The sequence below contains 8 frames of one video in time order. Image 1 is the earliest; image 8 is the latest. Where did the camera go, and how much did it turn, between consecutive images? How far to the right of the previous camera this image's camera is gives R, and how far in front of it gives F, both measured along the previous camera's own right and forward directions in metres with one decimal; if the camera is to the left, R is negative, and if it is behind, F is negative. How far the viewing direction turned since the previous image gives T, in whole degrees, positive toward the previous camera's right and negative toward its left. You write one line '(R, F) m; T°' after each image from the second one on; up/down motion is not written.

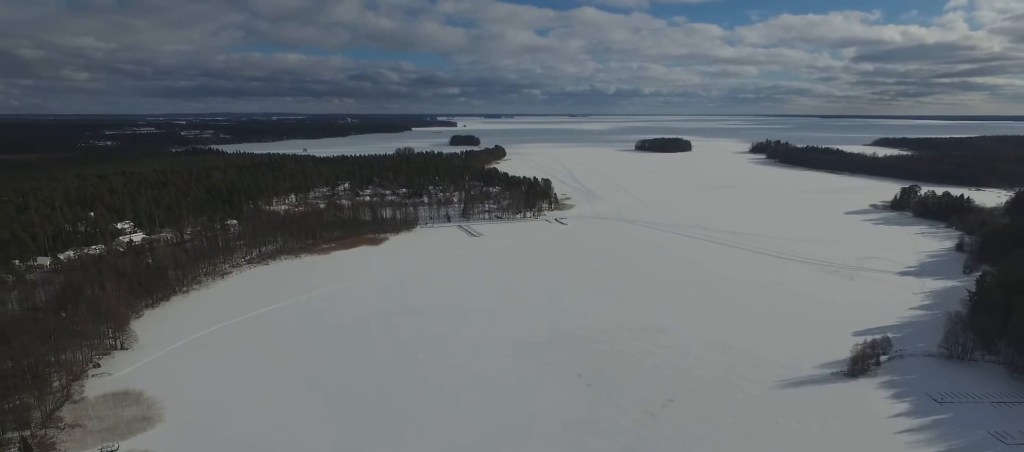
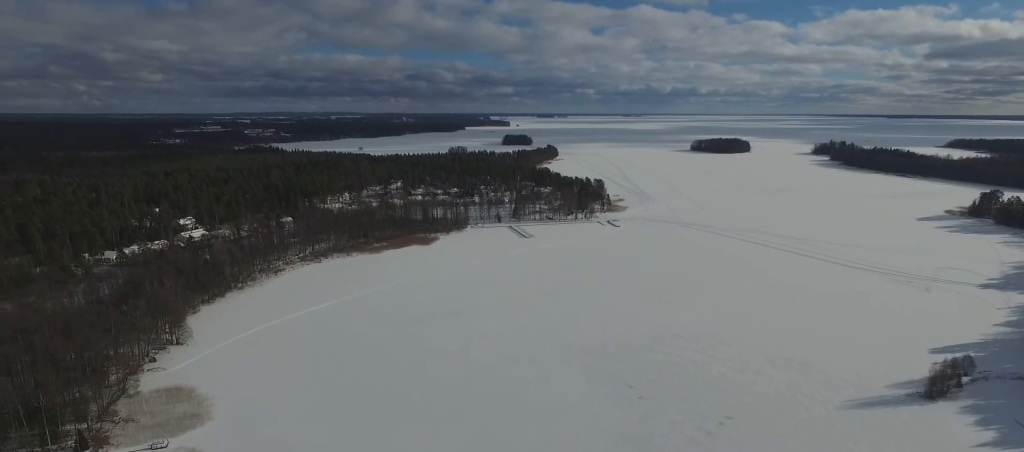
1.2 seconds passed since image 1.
(-0.5, +8.8) m; -5°
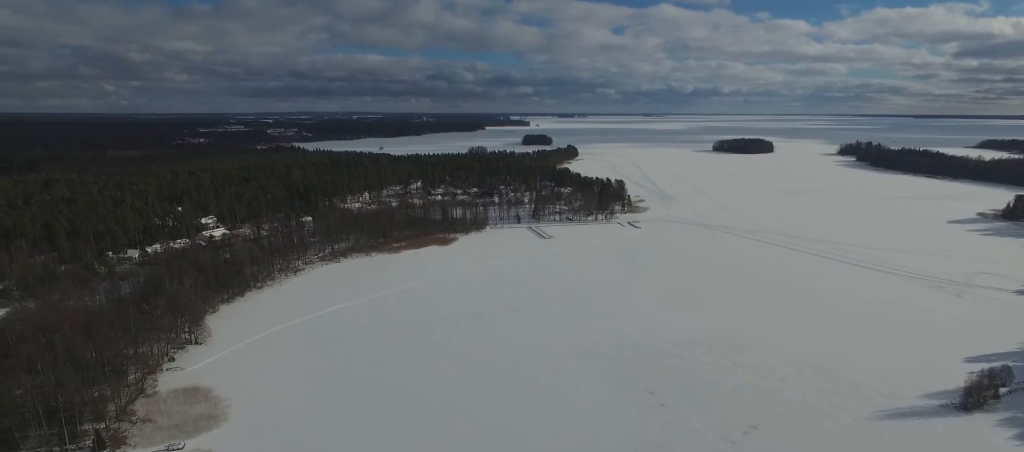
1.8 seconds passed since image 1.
(-0.1, +4.7) m; -3°
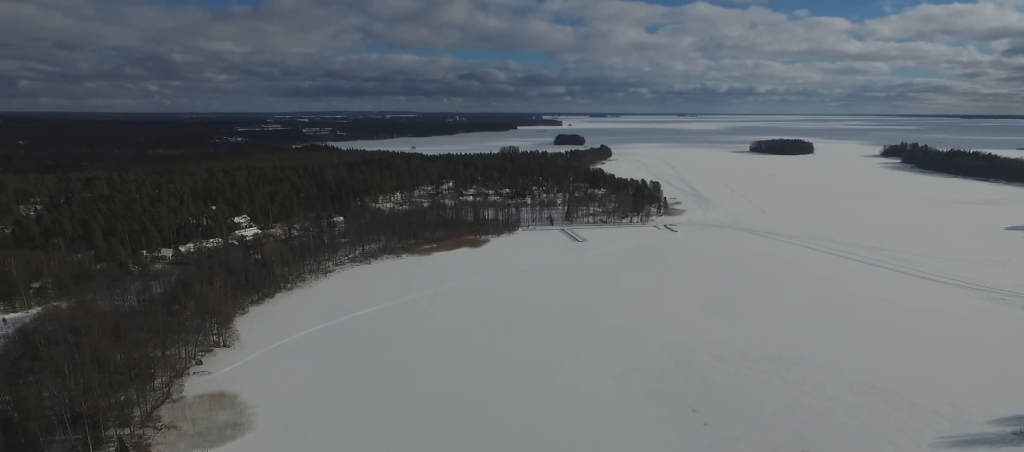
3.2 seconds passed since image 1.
(-0.6, +11.0) m; -7°
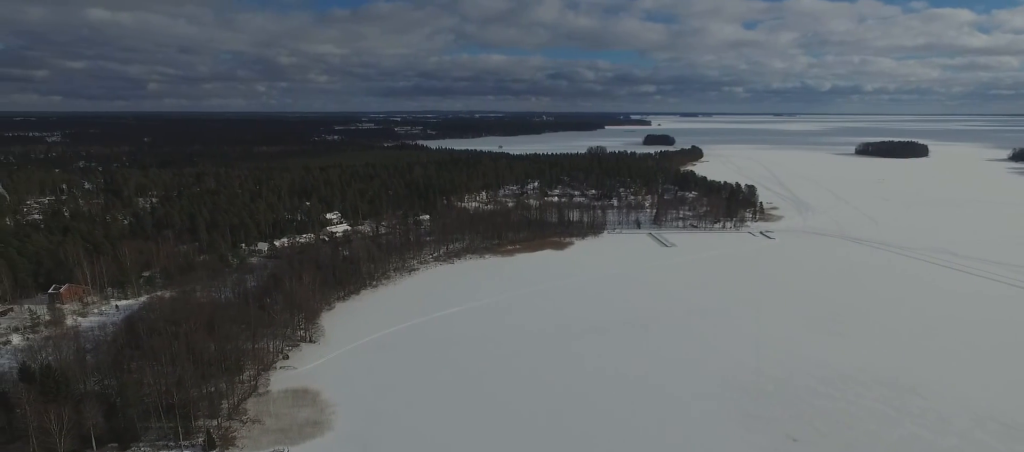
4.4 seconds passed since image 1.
(-0.5, +9.7) m; -5°
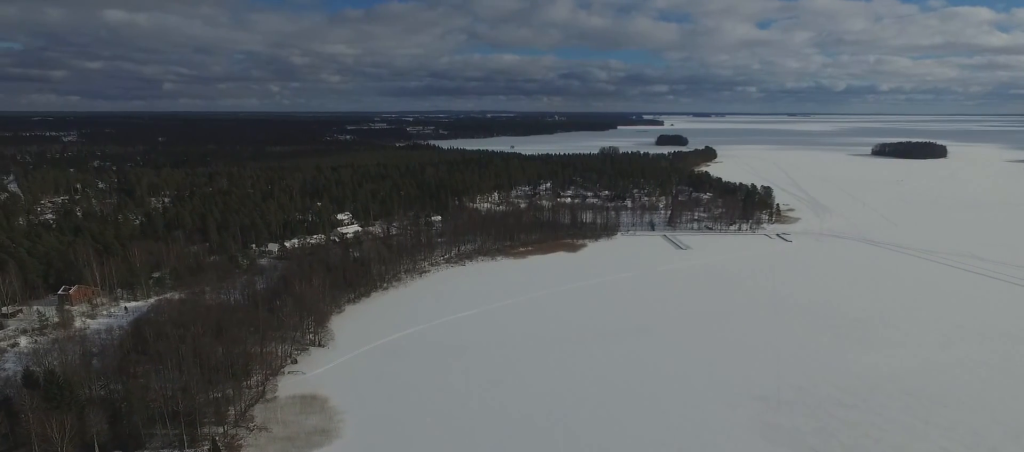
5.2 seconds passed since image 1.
(-0.1, +6.3) m; 0°
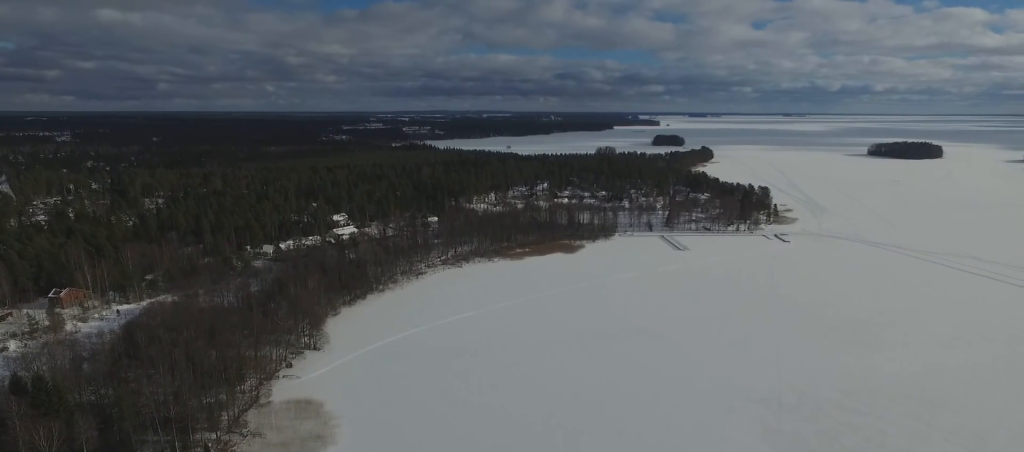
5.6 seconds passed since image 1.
(0.0, +3.1) m; 0°
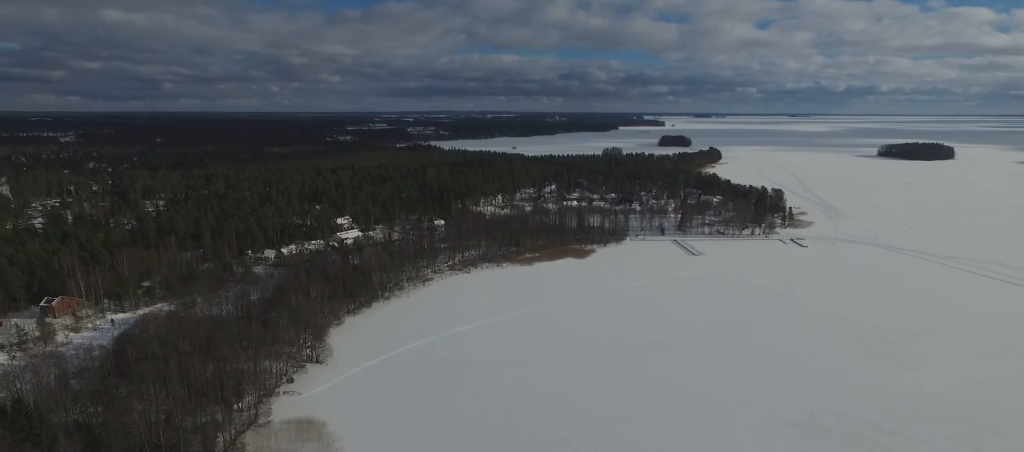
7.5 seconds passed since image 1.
(0.0, +14.9) m; -1°
